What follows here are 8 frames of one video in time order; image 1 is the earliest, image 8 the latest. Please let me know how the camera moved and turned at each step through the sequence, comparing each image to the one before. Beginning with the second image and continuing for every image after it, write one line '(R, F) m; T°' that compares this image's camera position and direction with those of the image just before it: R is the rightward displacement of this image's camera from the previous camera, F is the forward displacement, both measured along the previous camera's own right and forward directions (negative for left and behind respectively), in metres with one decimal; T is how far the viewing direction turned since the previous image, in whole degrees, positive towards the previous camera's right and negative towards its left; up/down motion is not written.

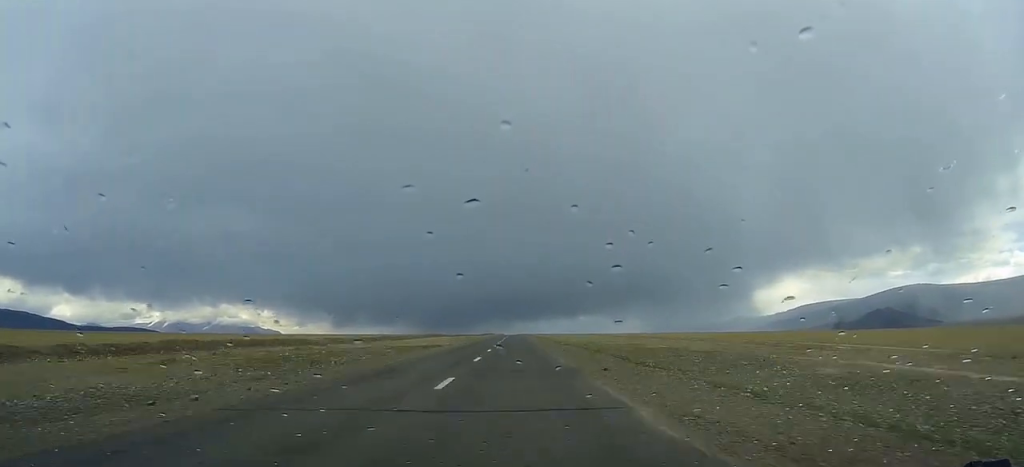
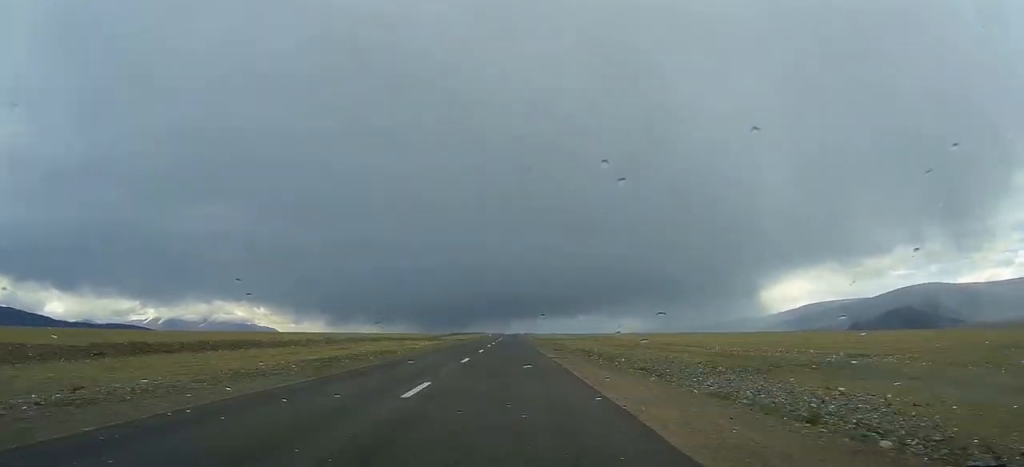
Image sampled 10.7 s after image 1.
(-0.5, +285.1) m; 0°
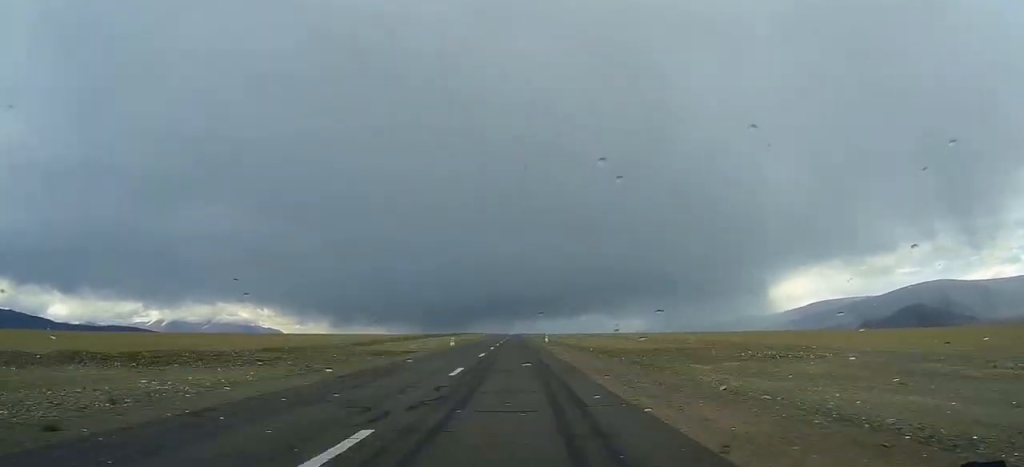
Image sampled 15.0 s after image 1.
(0.0, +117.9) m; 0°
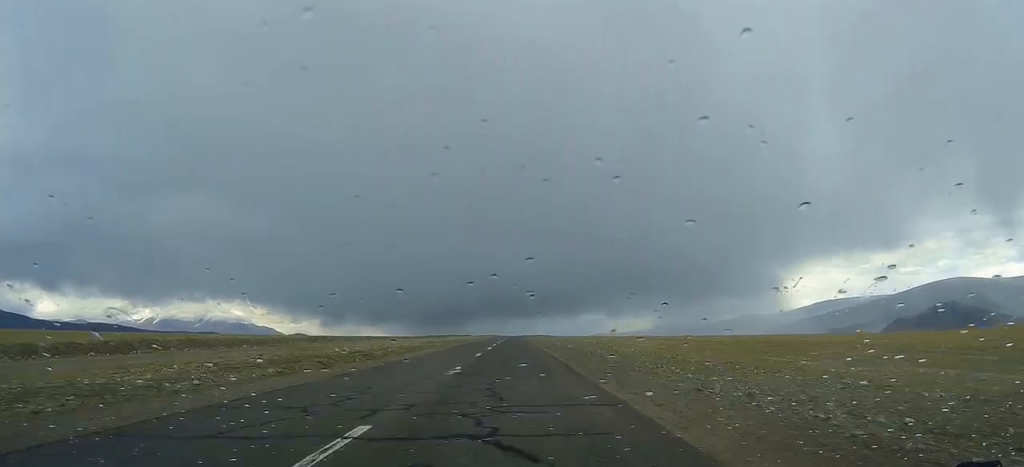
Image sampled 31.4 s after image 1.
(+1.2, +452.9) m; +1°
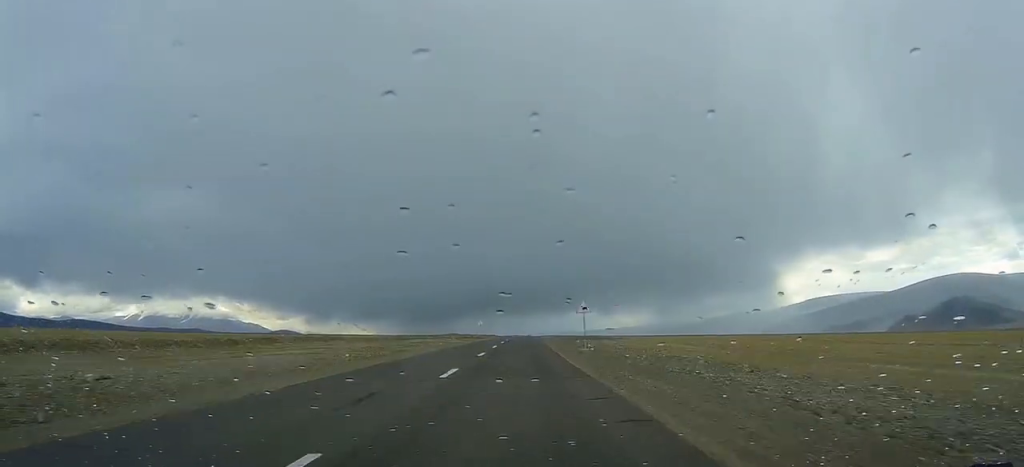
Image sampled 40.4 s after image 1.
(+3.9, +252.2) m; +2°
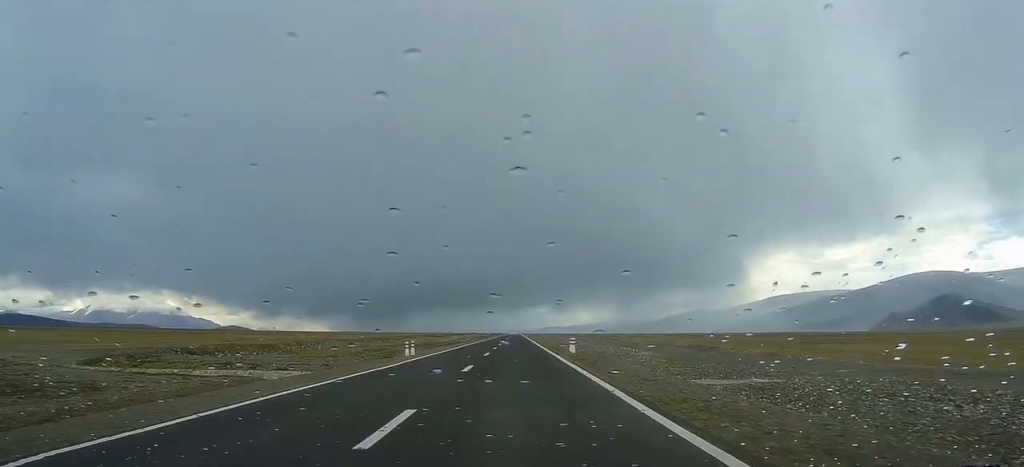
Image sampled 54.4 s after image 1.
(+9.9, +397.8) m; +2°
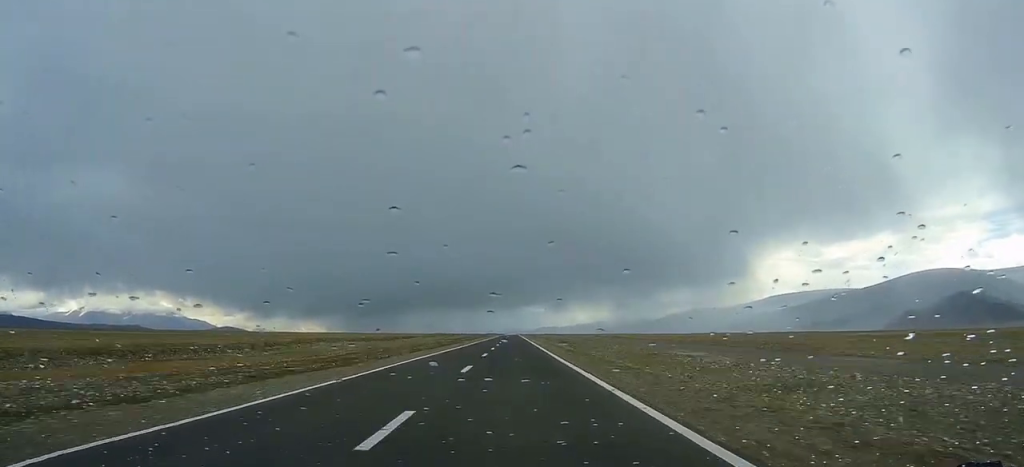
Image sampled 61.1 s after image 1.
(+0.3, +192.5) m; 0°
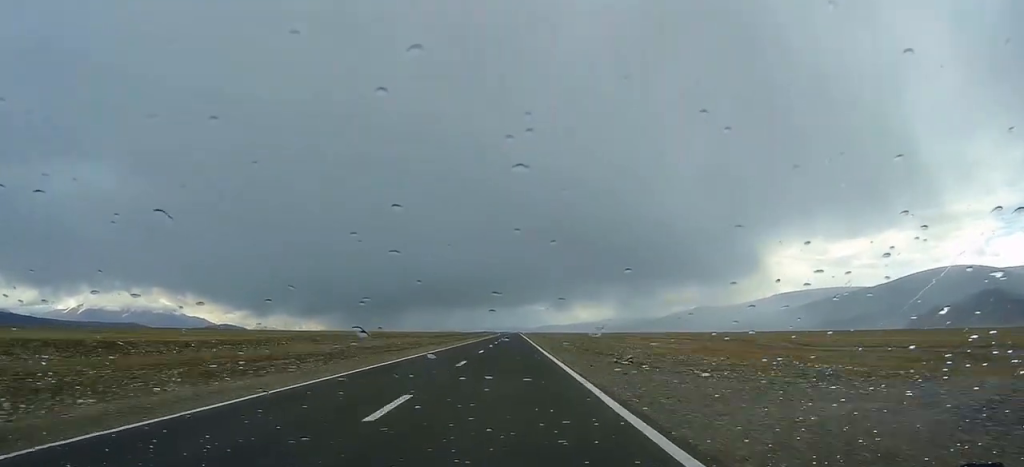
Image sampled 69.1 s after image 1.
(+0.3, +231.1) m; 0°
